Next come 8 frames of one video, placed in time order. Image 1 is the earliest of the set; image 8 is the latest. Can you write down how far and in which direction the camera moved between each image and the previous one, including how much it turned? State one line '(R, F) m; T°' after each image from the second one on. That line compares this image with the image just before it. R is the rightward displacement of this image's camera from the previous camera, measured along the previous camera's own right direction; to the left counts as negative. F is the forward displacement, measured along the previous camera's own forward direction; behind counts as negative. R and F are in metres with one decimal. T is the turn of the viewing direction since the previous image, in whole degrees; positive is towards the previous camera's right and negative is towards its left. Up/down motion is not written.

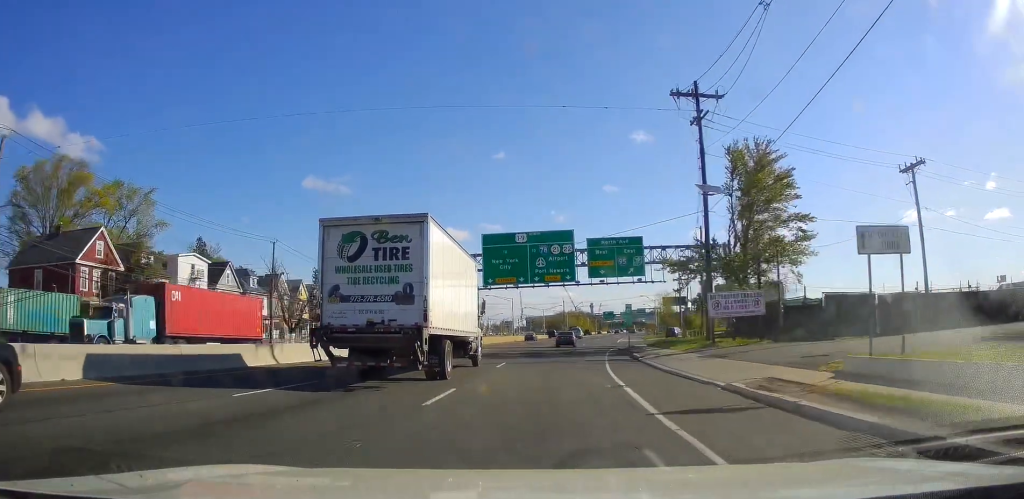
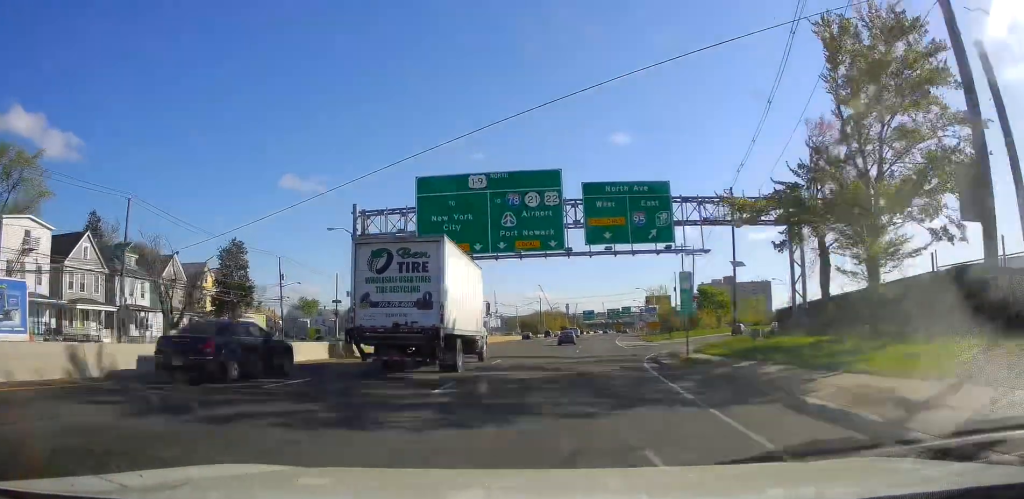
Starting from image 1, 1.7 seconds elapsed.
(+0.5, +22.6) m; +3°
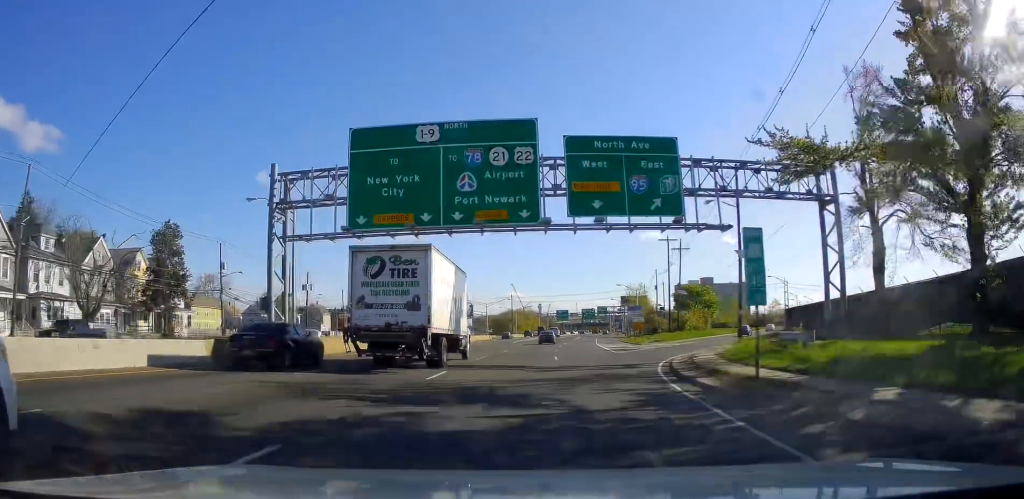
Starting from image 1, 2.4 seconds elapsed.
(0.0, +8.9) m; +4°
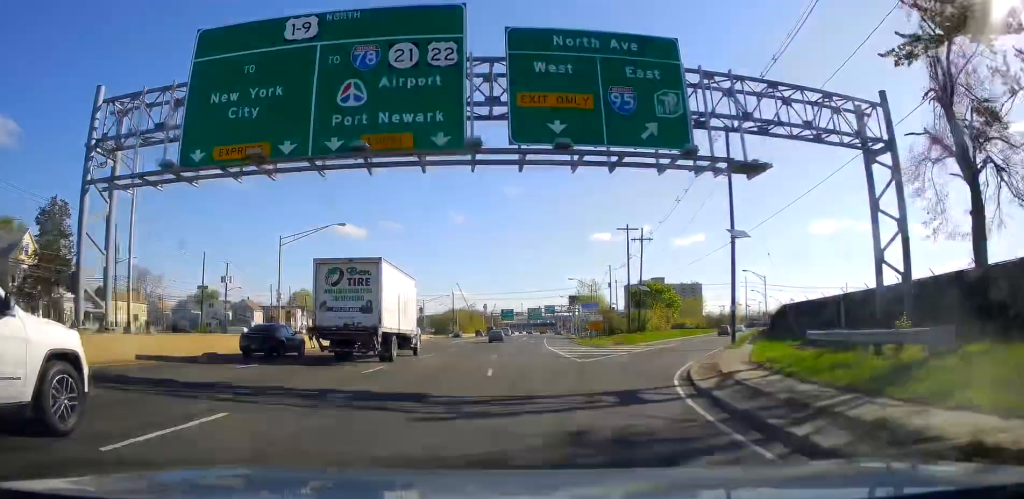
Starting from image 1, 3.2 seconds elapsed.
(+0.7, +10.7) m; +5°
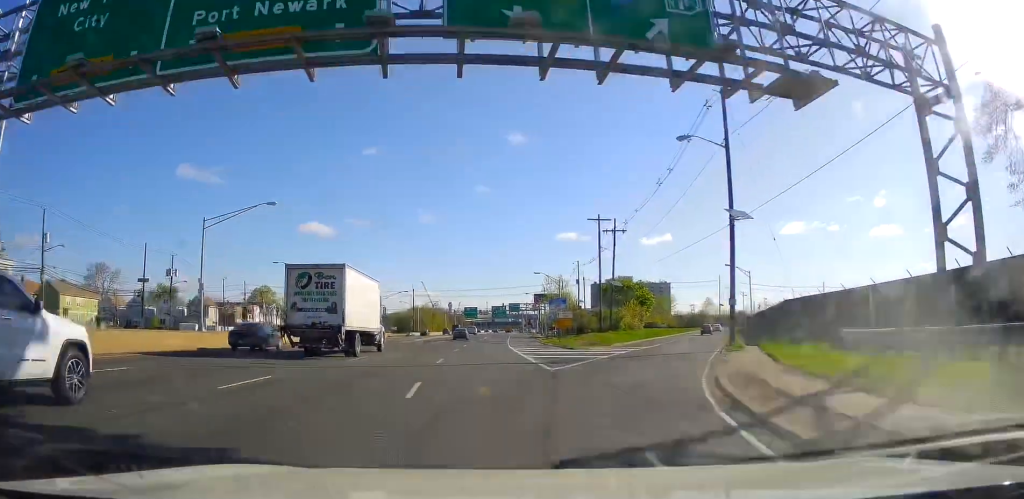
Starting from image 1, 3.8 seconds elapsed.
(+0.3, +6.6) m; +3°
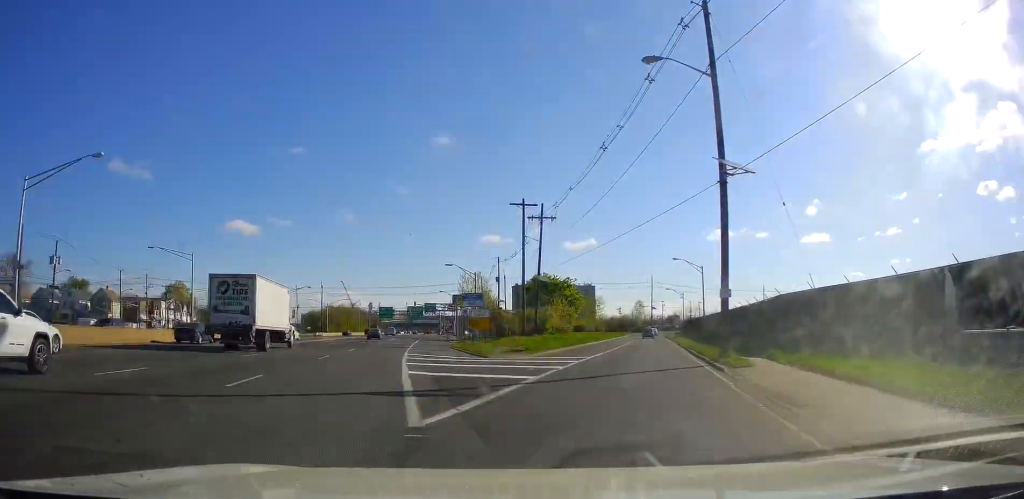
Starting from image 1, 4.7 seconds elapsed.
(-0.1, +10.5) m; +5°
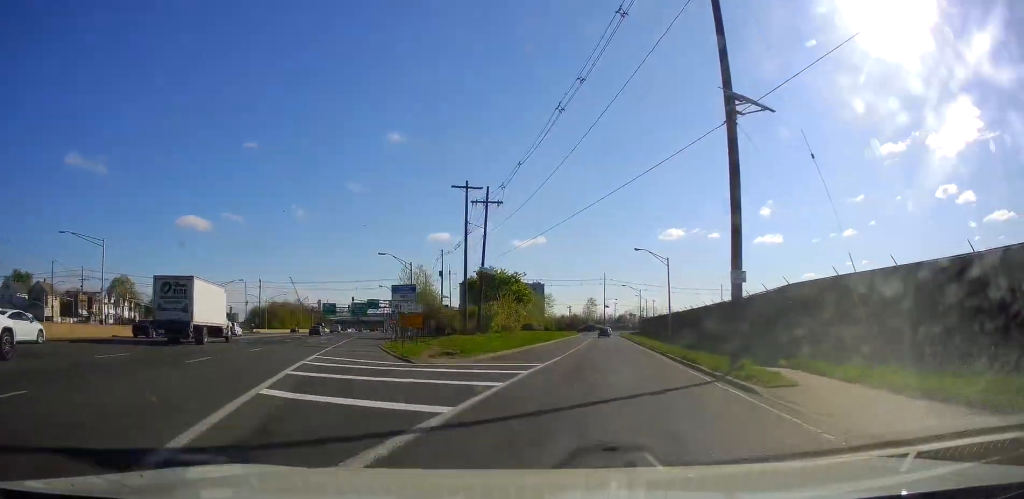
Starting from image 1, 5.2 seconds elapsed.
(+0.6, +6.8) m; +4°
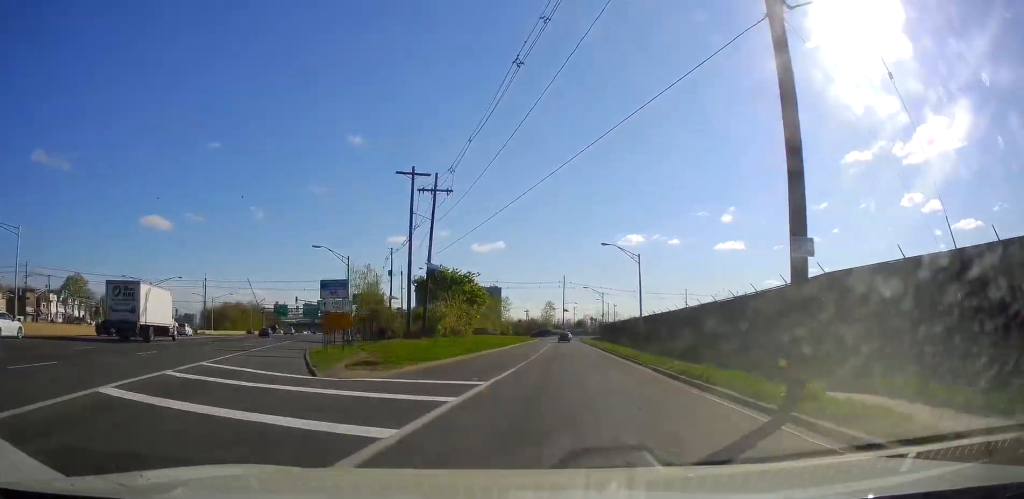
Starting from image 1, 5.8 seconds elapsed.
(+0.2, +6.4) m; +4°
